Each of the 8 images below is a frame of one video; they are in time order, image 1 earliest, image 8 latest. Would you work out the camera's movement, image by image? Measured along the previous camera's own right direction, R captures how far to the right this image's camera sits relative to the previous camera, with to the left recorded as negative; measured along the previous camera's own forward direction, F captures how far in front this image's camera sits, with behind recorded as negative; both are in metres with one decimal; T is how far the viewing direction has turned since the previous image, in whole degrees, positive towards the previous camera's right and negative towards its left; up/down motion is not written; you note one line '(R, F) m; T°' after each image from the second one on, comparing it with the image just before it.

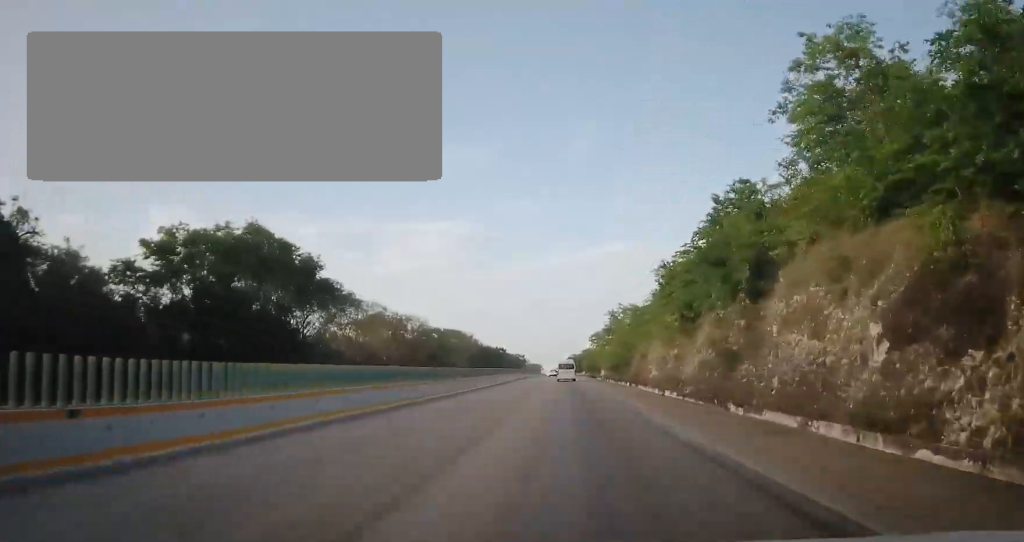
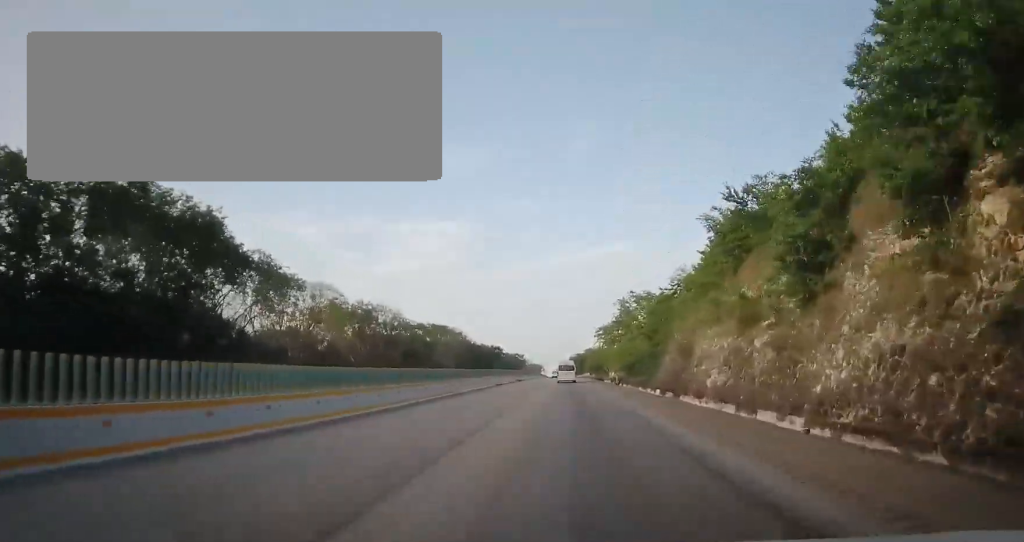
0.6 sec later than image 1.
(-0.1, +17.5) m; 0°
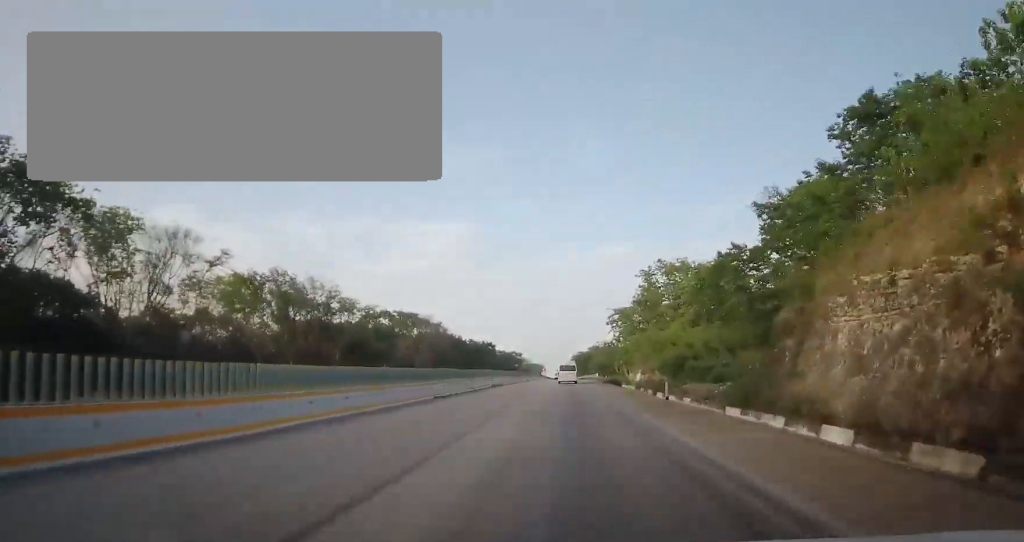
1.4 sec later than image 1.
(0.0, +25.2) m; +1°
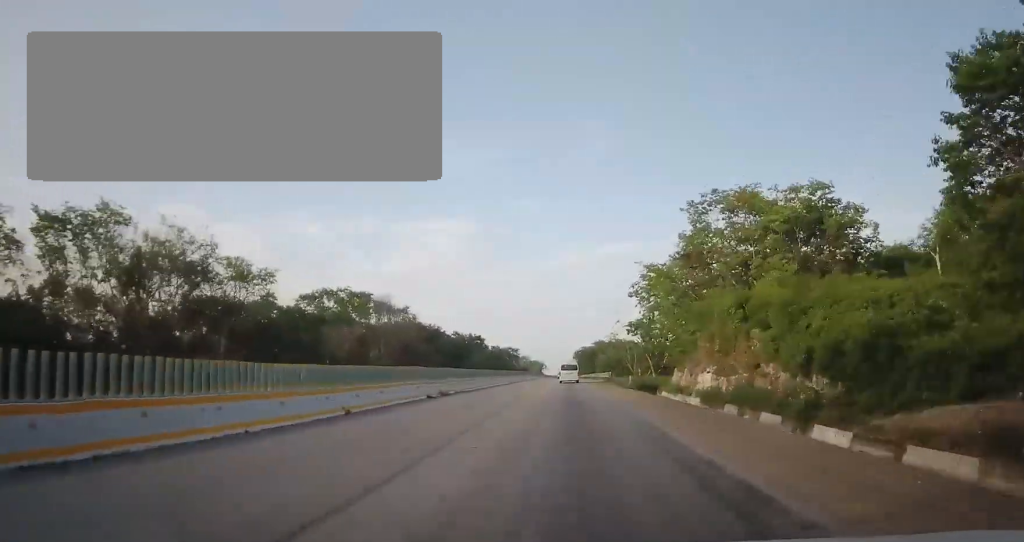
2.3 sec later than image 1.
(+0.3, +24.0) m; -1°
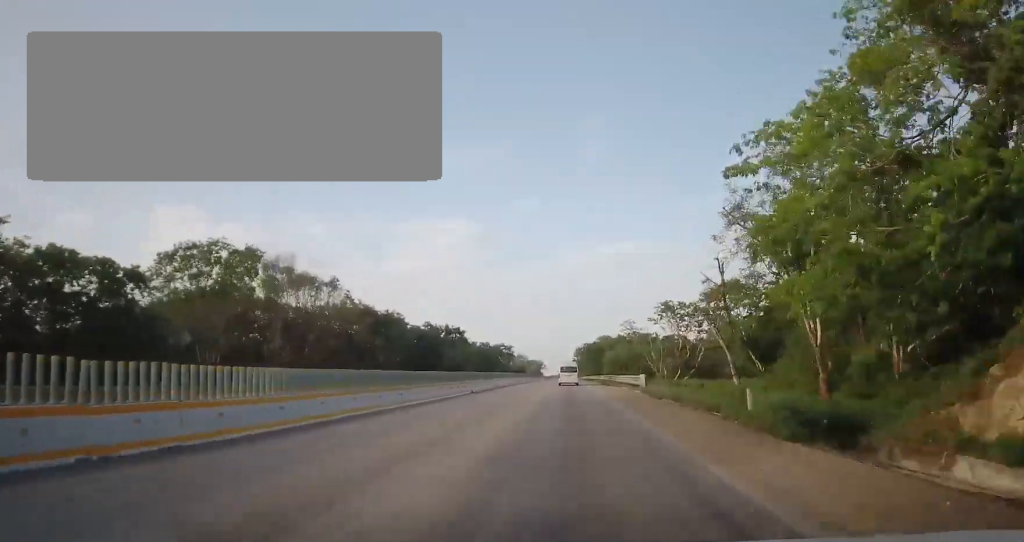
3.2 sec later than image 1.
(-0.8, +27.6) m; -1°
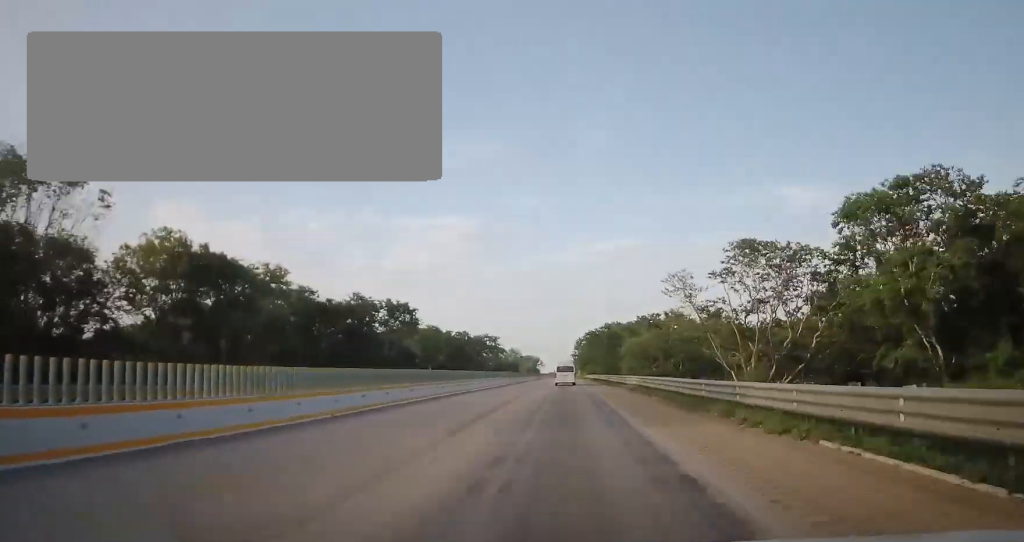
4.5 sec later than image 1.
(+0.6, +36.6) m; +1°
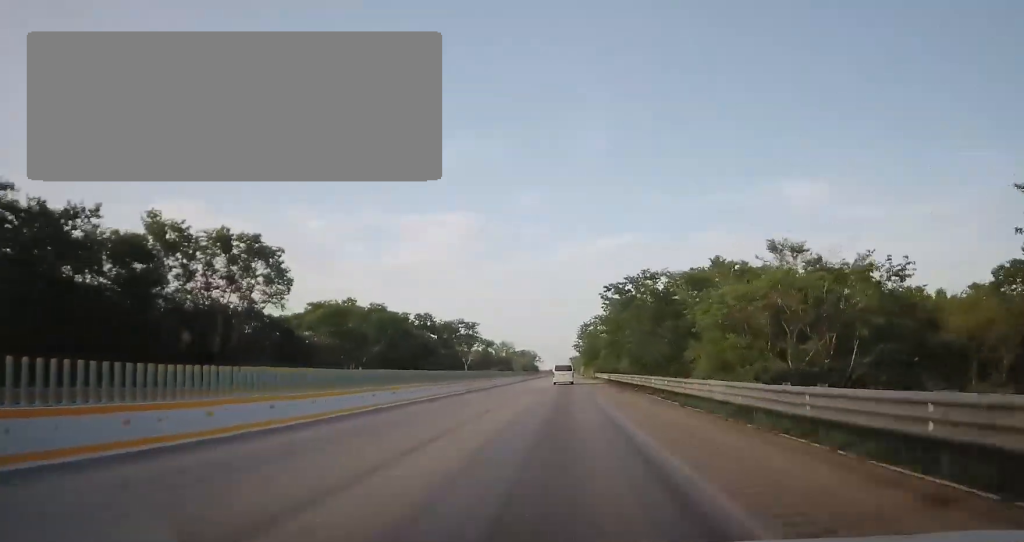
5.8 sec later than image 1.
(-0.2, +39.2) m; 0°
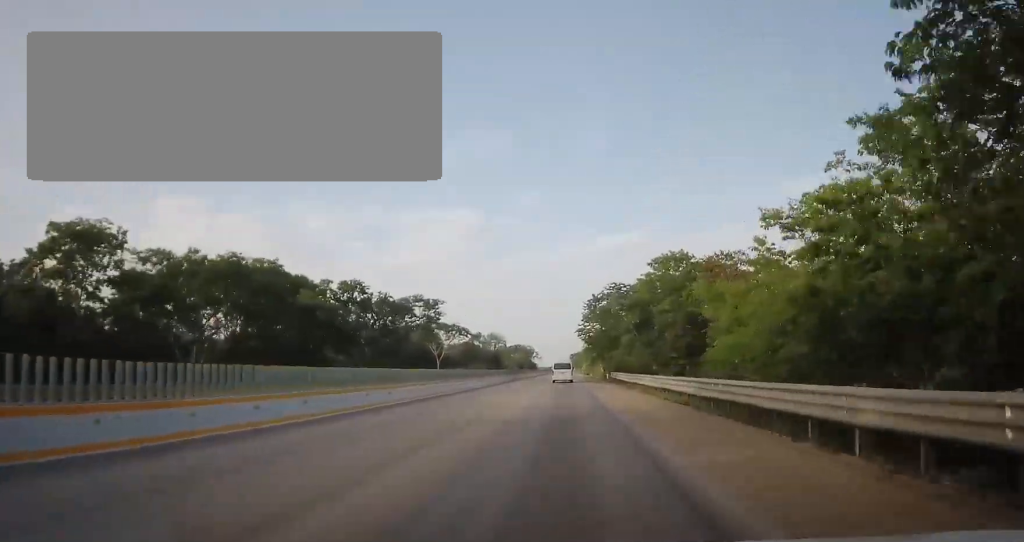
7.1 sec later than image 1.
(+0.3, +35.7) m; -1°
